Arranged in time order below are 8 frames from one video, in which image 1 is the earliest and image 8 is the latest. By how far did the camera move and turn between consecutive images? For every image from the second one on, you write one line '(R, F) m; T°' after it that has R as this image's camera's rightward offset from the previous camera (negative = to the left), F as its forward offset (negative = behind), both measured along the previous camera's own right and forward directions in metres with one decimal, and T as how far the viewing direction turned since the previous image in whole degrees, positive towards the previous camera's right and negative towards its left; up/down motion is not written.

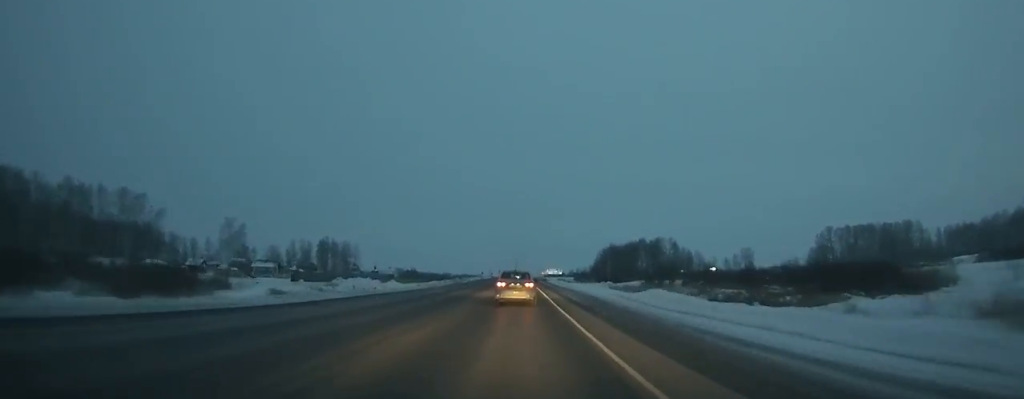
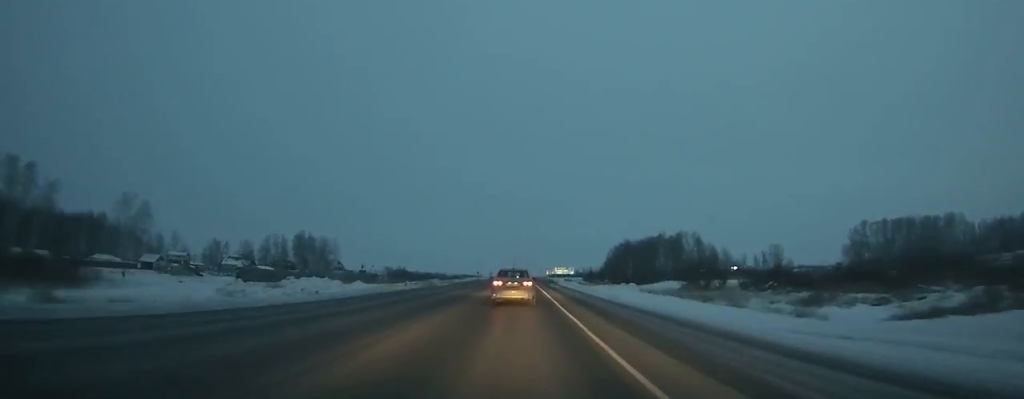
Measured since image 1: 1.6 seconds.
(+0.1, +33.2) m; 0°
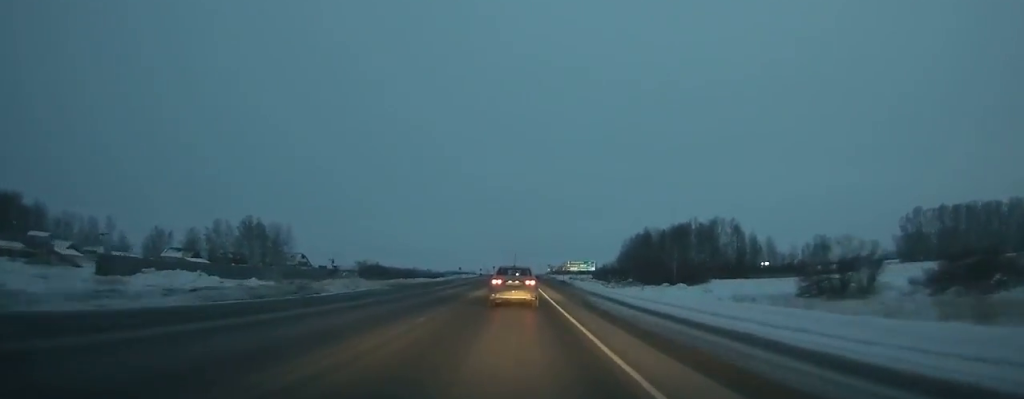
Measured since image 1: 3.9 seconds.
(0.0, +47.3) m; 0°
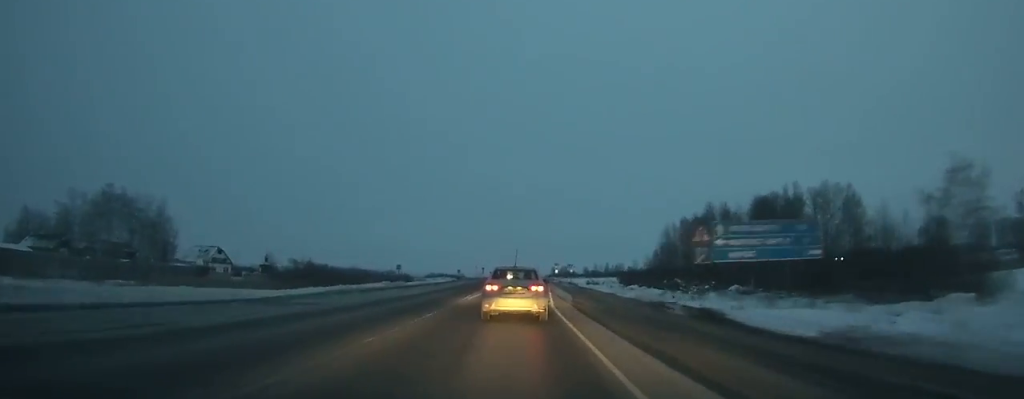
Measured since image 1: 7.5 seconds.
(-0.2, +72.6) m; 0°
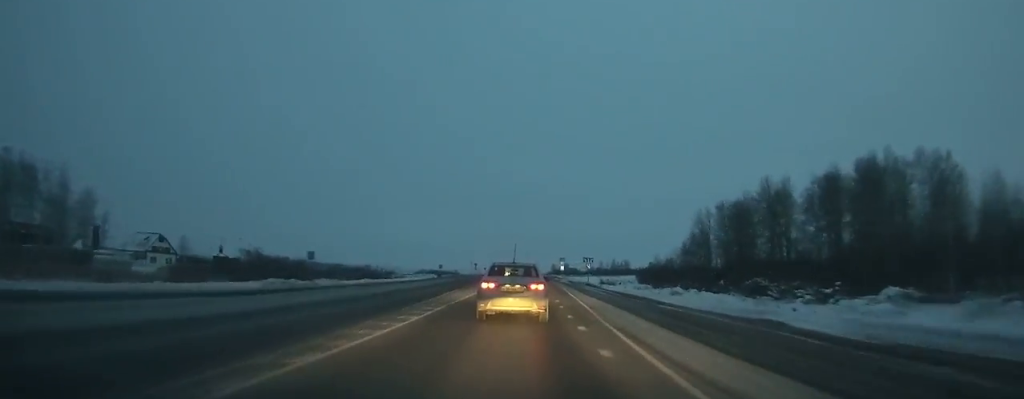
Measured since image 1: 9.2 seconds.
(0.0, +33.8) m; 0°
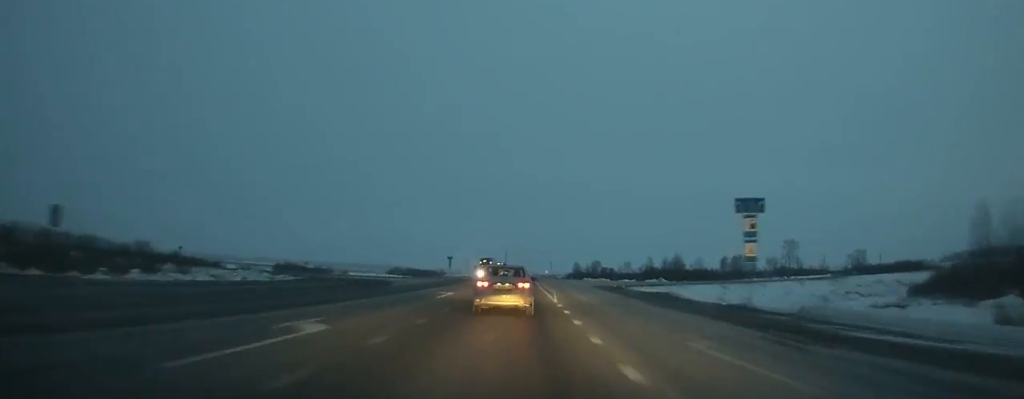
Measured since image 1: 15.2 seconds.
(-0.4, +119.6) m; 0°
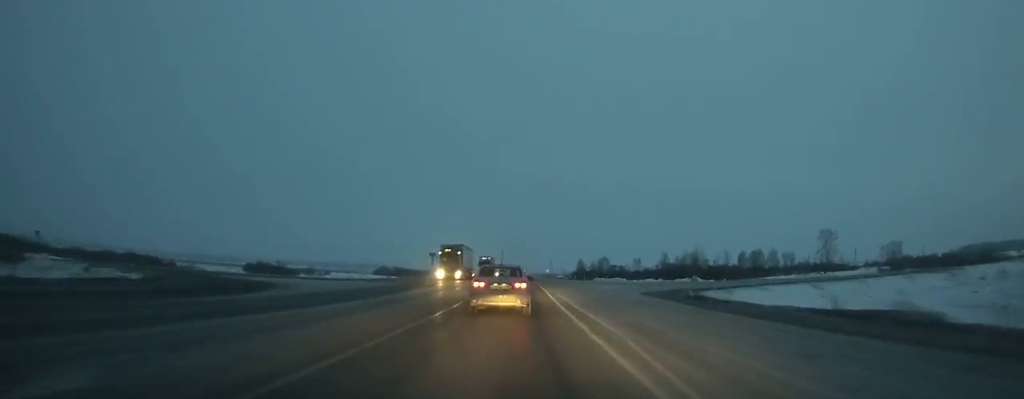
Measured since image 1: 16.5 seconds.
(0.0, +26.4) m; 0°
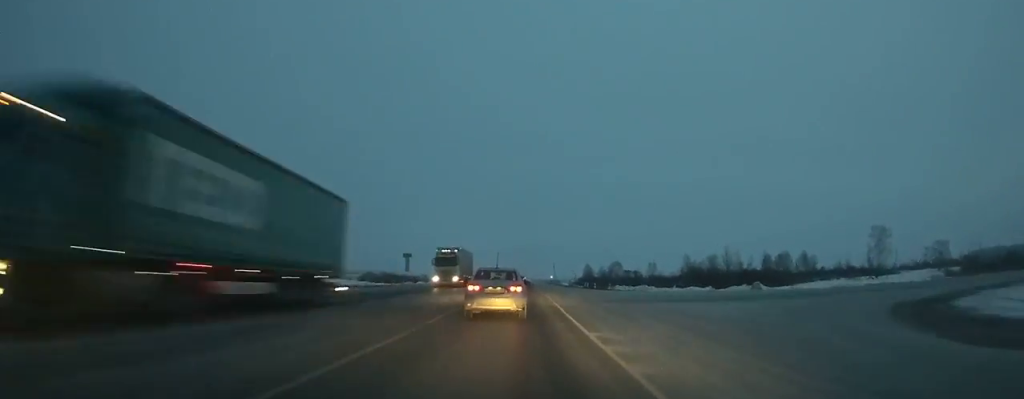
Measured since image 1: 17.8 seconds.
(0.0, +26.4) m; 0°
